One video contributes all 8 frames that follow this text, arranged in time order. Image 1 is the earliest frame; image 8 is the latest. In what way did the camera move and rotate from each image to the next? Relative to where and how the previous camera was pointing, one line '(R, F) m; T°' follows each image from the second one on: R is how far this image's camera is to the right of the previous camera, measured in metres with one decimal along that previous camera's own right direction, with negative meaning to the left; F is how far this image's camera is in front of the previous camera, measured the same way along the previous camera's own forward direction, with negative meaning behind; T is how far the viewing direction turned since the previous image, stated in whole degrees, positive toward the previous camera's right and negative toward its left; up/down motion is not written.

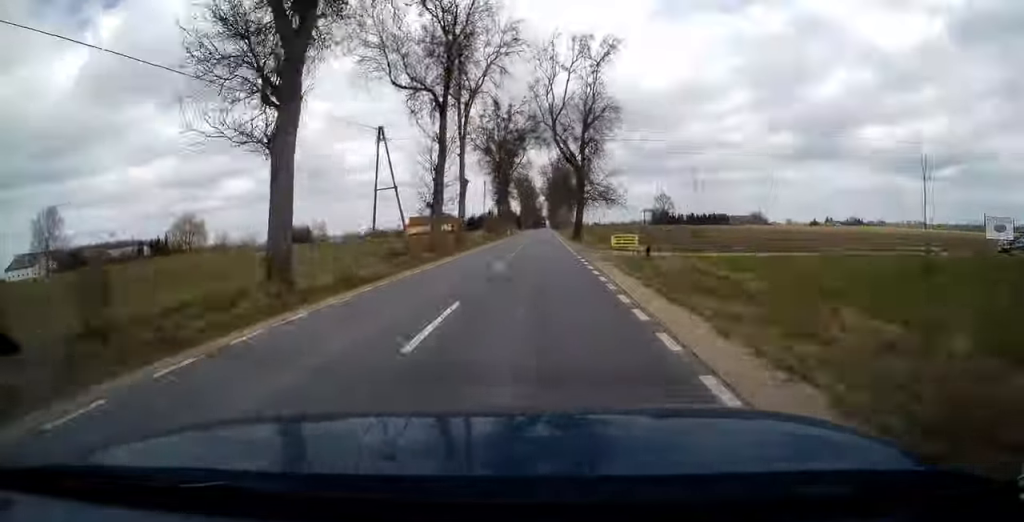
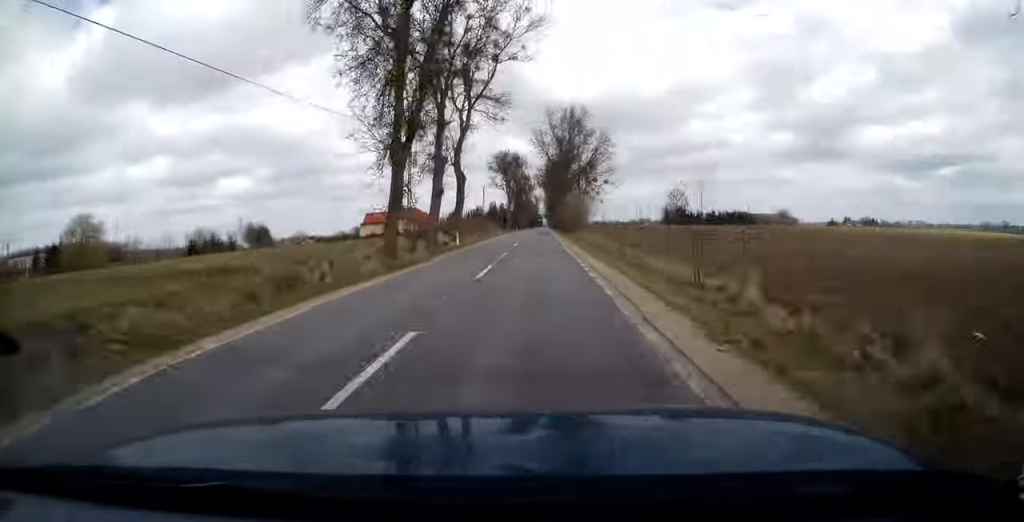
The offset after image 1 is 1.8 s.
(+0.1, +52.2) m; 0°
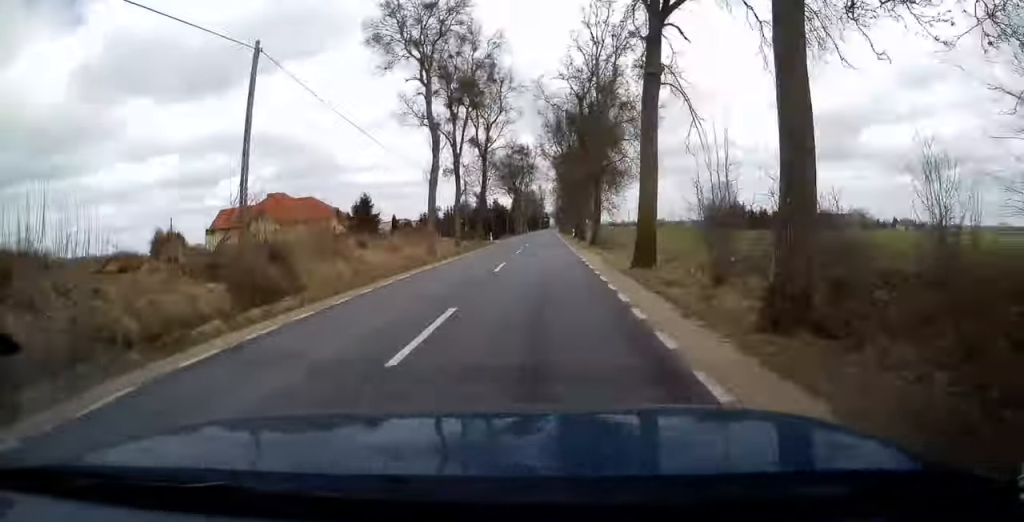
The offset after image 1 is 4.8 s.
(+0.4, +84.2) m; 0°
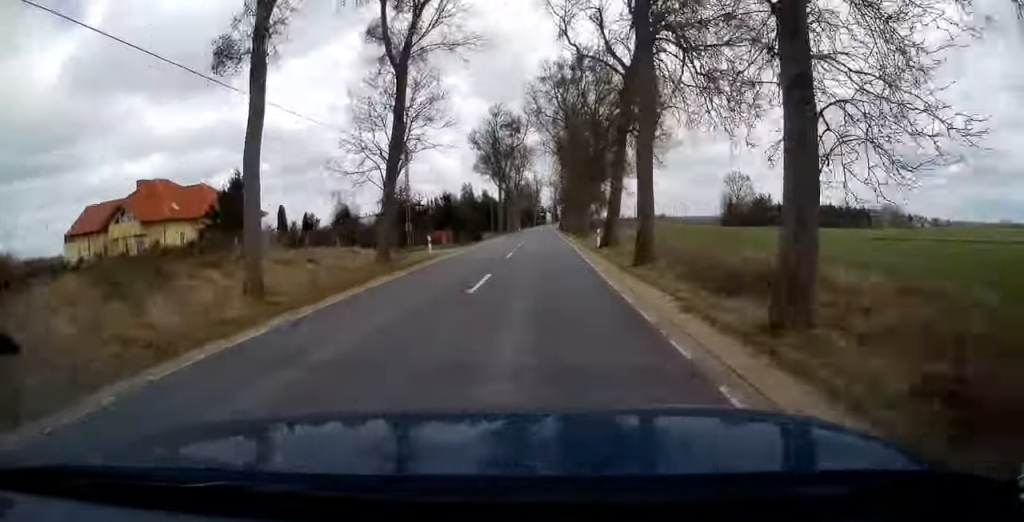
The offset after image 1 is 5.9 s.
(-0.1, +30.5) m; 0°
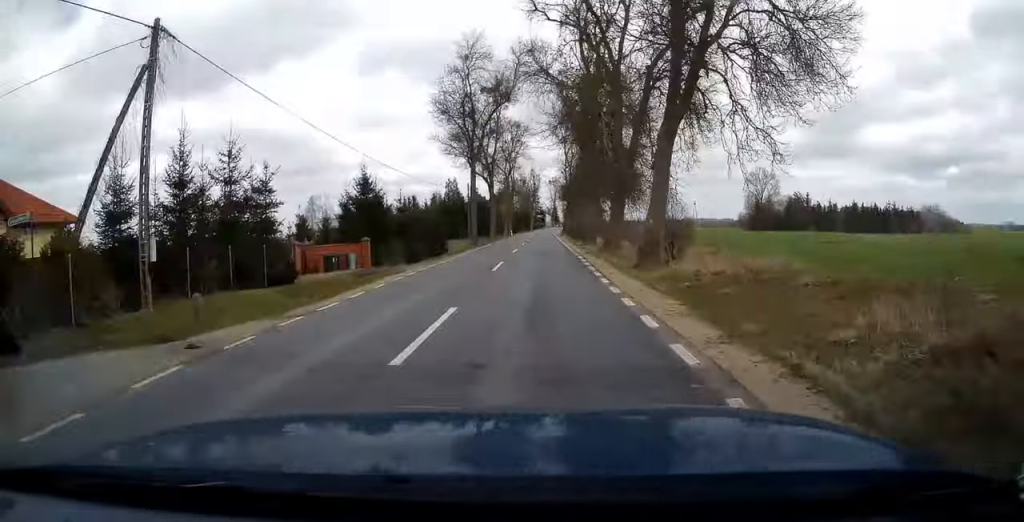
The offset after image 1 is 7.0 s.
(+0.1, +30.2) m; 0°
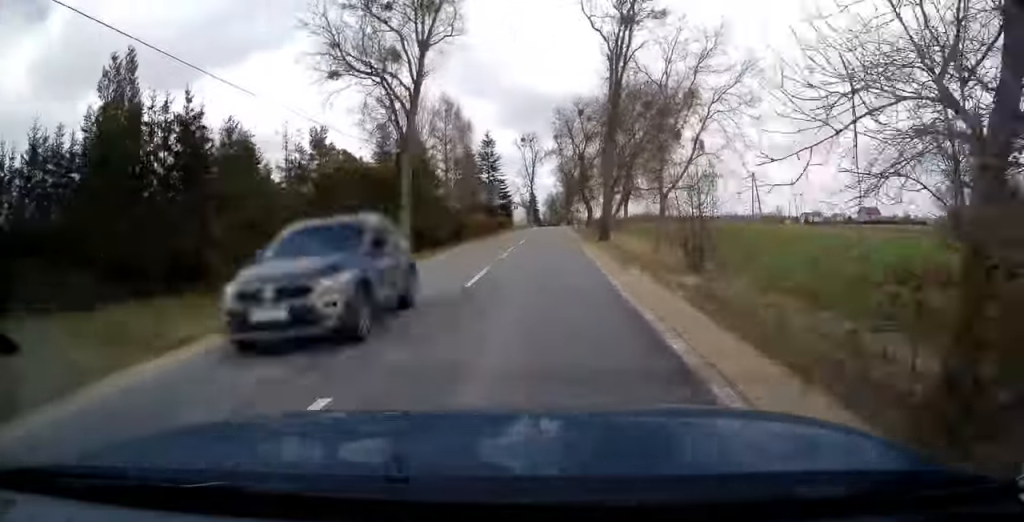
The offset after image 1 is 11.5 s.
(+1.9, +121.4) m; +2°
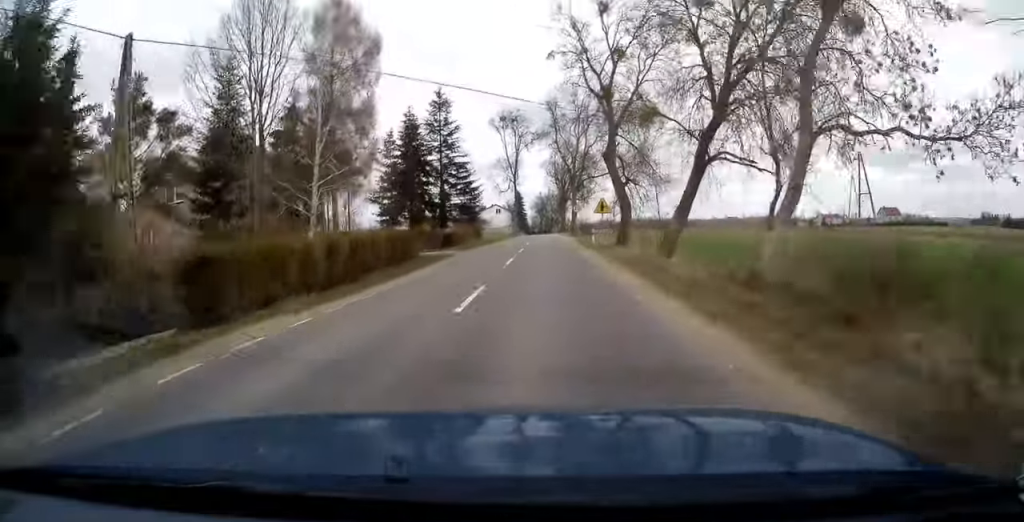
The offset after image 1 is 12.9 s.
(+0.6, +33.6) m; +1°
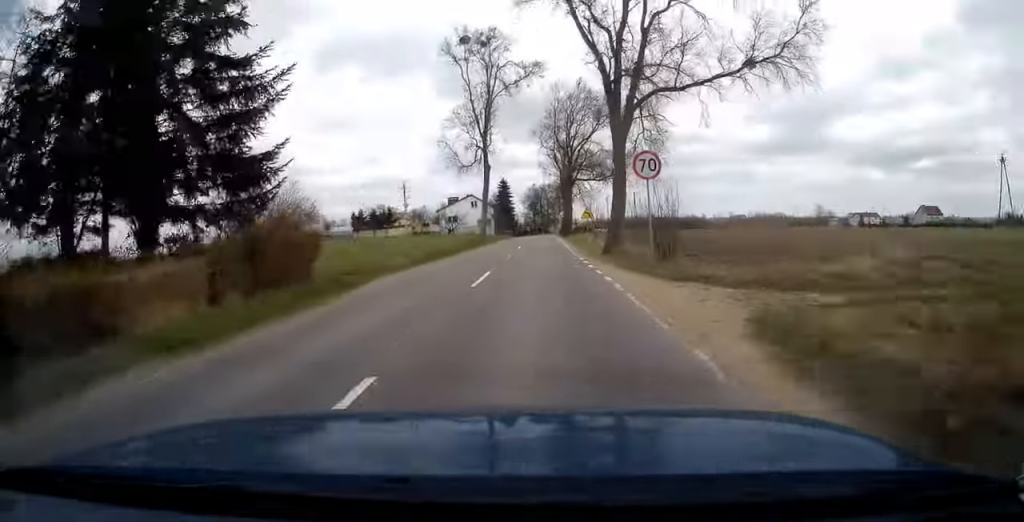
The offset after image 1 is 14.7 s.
(+0.2, +42.6) m; 0°
